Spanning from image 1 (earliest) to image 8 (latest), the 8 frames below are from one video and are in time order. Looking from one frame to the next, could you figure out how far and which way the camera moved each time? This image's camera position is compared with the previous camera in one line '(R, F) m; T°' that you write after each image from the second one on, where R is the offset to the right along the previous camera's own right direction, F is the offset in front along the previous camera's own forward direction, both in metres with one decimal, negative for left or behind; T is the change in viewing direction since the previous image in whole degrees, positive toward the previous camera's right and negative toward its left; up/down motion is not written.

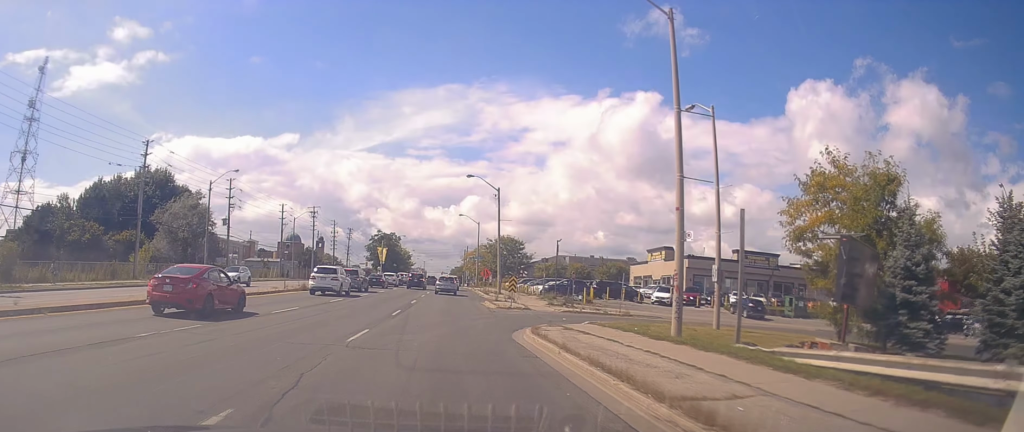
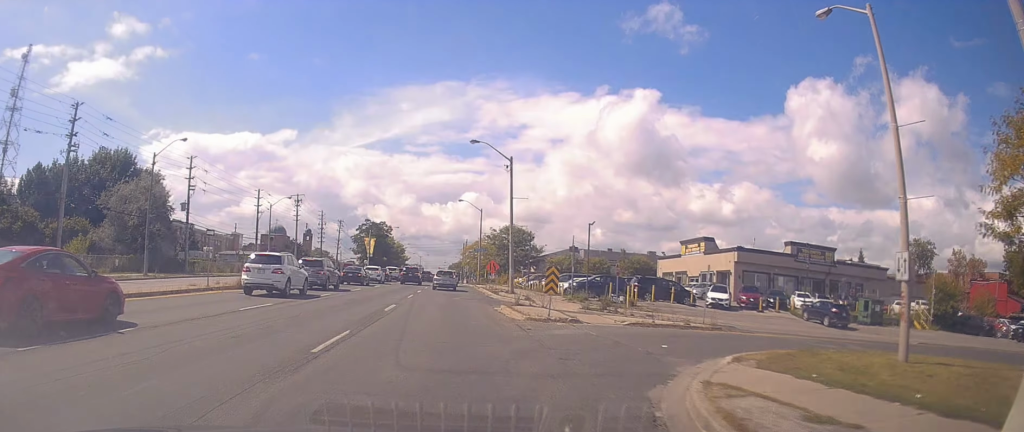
(0.0, +12.3) m; -1°
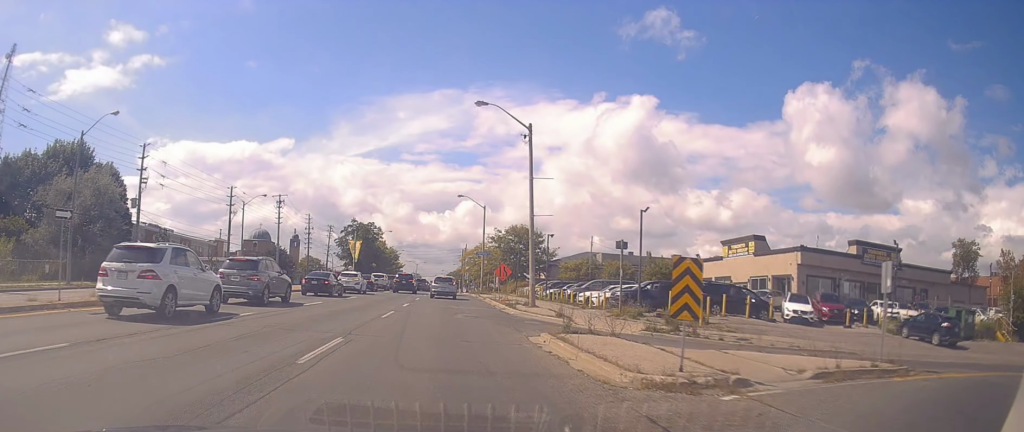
(-0.1, +11.1) m; -1°
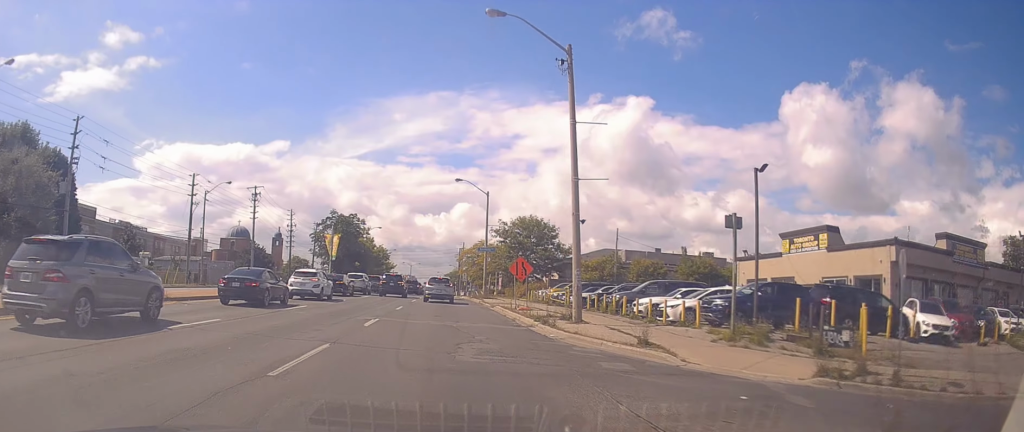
(-0.1, +11.6) m; 0°
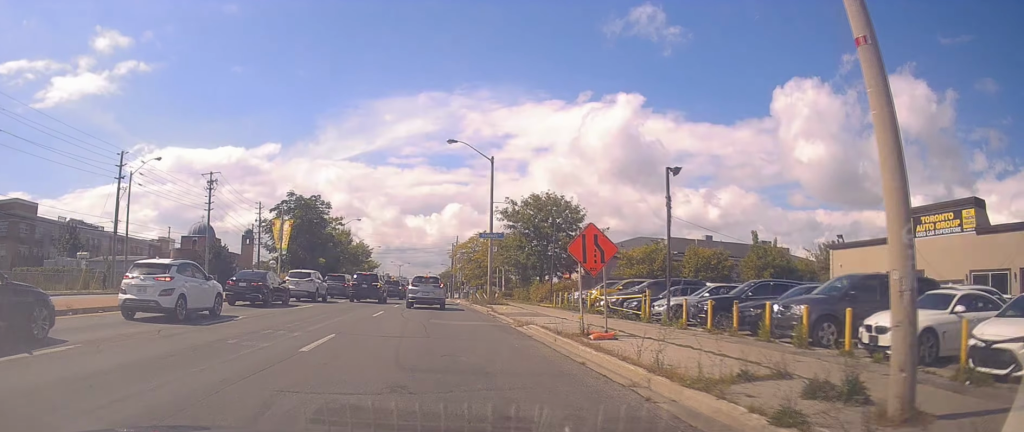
(+0.3, +16.4) m; +1°
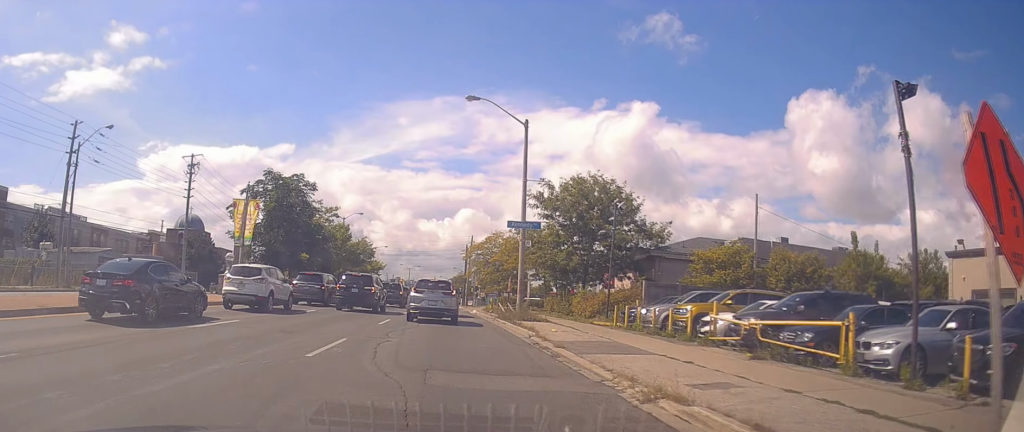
(0.0, +10.8) m; +3°
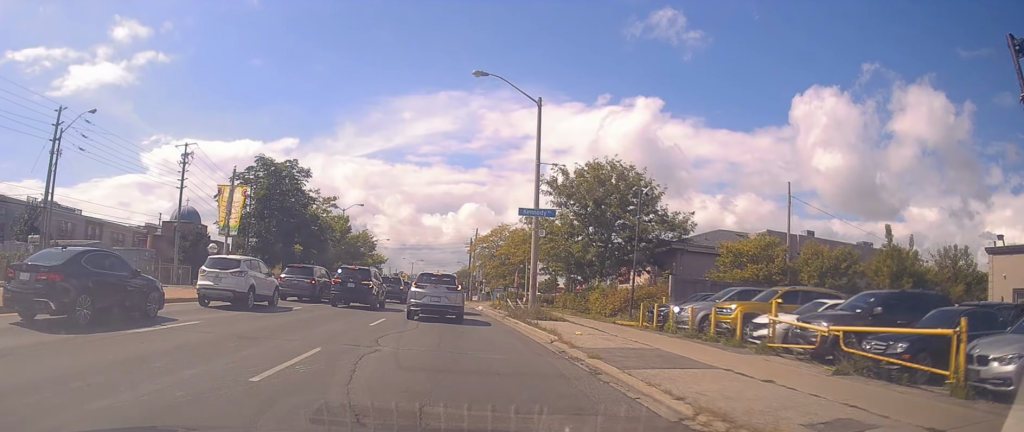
(+0.1, +3.1) m; +1°
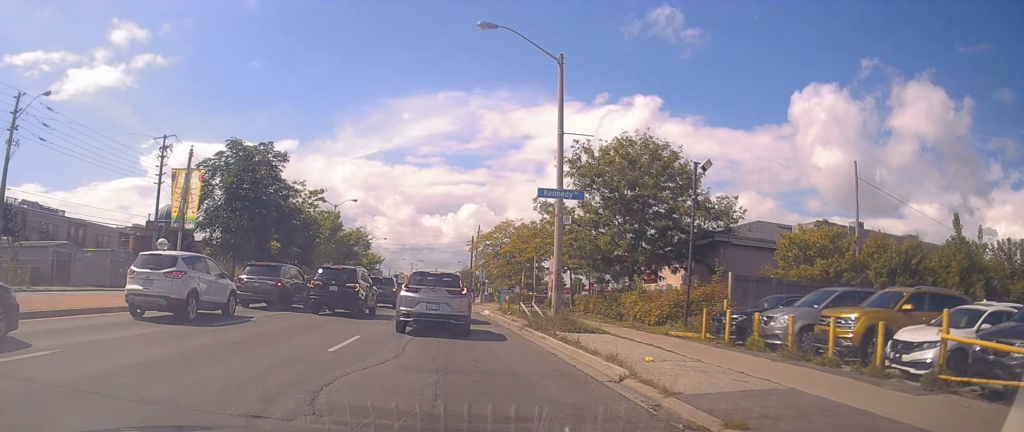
(-0.1, +5.7) m; -3°
